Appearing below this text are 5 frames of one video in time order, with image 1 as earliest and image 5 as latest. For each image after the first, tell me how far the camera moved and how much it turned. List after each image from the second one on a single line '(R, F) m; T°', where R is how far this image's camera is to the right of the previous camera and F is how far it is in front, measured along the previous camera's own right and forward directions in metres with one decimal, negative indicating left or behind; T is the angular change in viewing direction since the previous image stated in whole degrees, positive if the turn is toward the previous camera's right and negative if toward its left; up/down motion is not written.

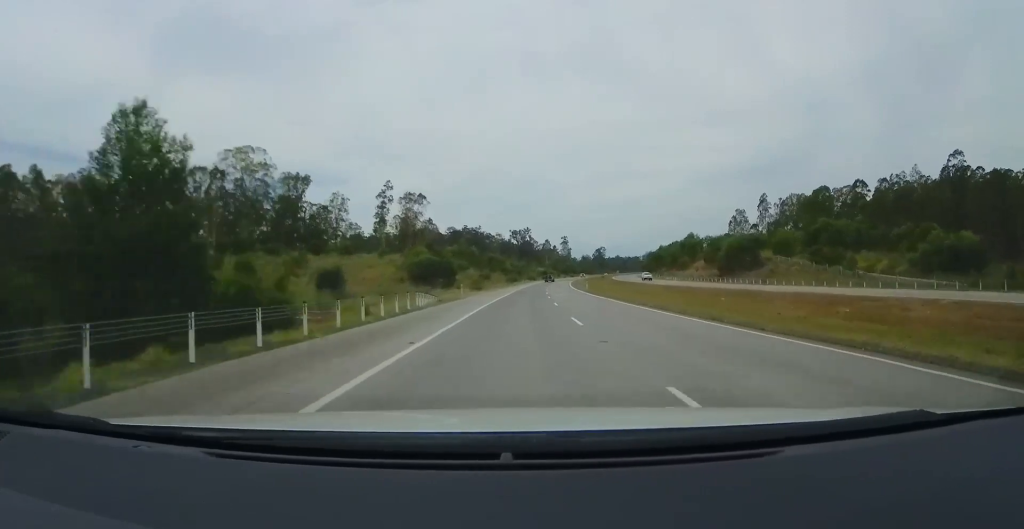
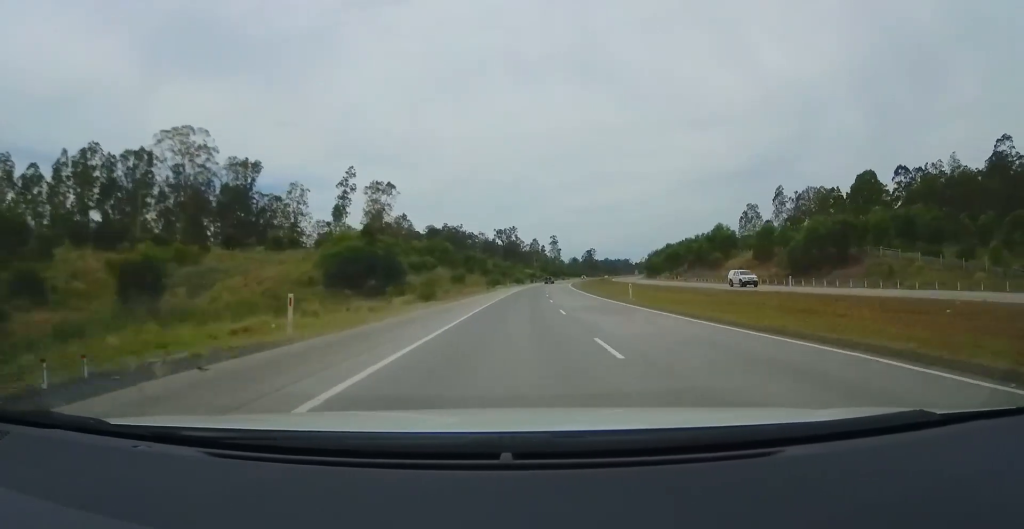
(+0.1, +30.7) m; +1°
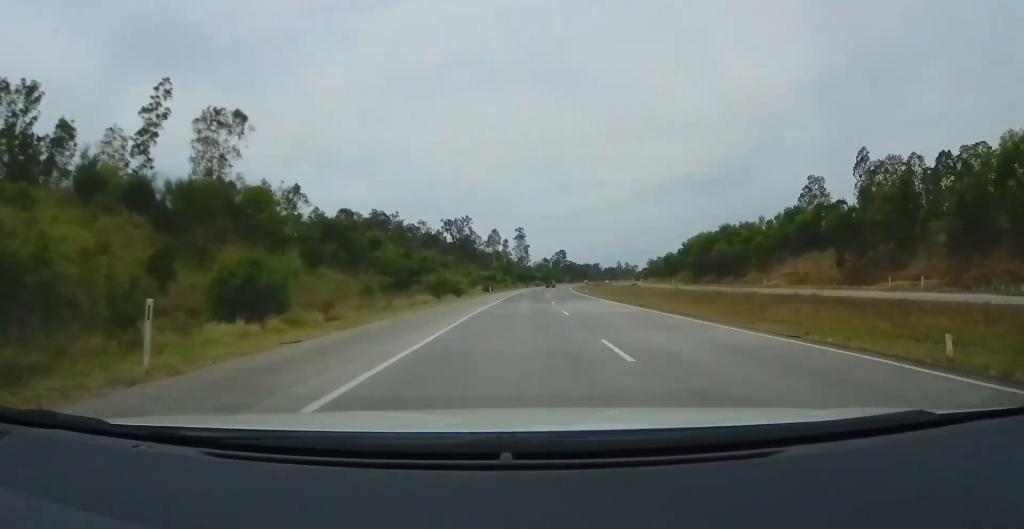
(+2.2, +85.5) m; +3°
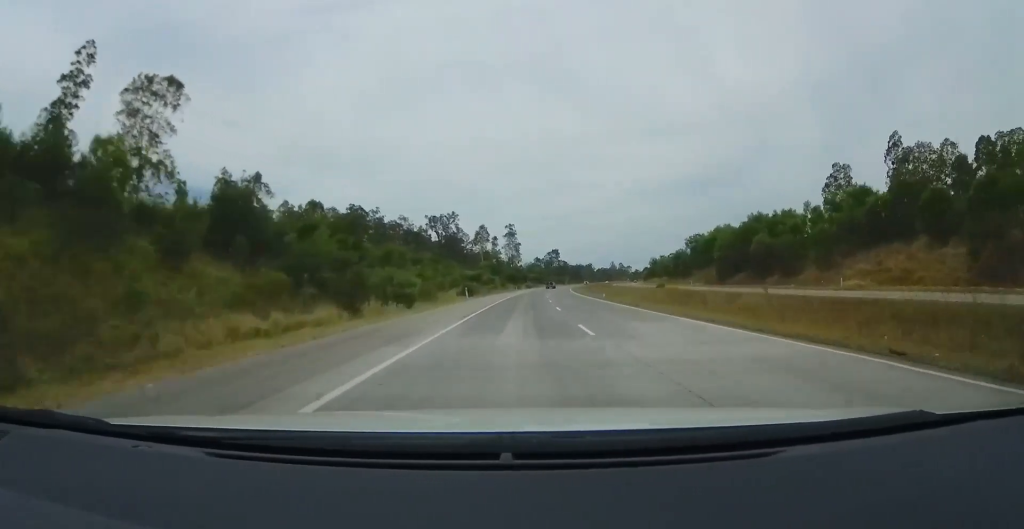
(+0.4, +19.2) m; +1°
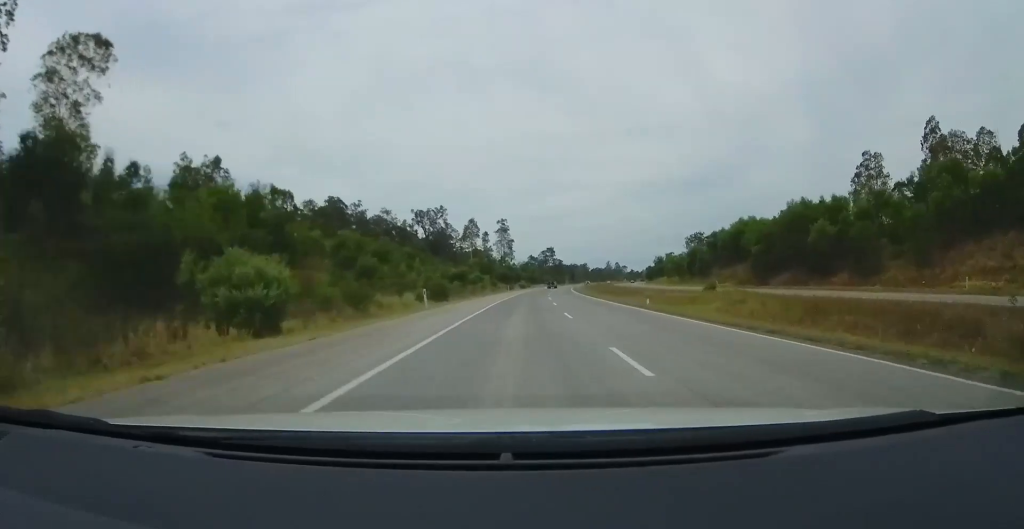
(+0.2, +18.0) m; 0°
